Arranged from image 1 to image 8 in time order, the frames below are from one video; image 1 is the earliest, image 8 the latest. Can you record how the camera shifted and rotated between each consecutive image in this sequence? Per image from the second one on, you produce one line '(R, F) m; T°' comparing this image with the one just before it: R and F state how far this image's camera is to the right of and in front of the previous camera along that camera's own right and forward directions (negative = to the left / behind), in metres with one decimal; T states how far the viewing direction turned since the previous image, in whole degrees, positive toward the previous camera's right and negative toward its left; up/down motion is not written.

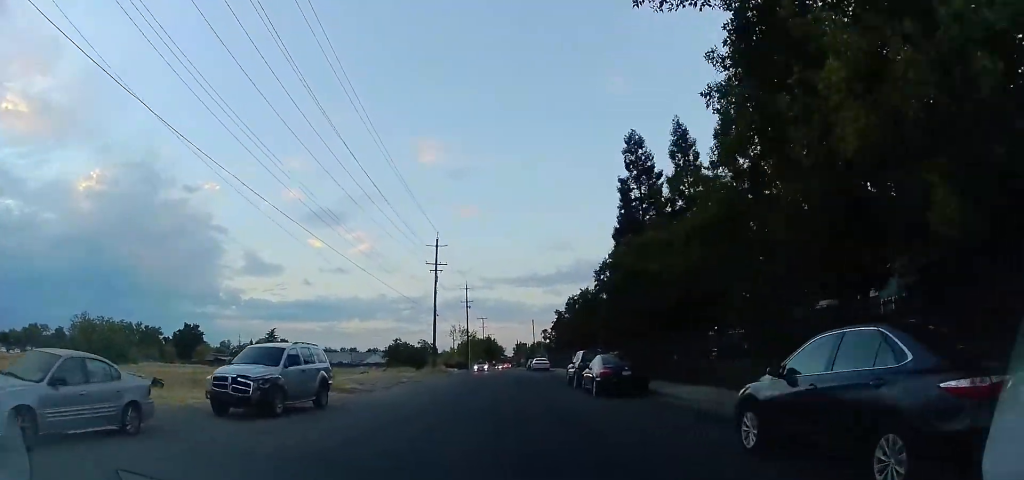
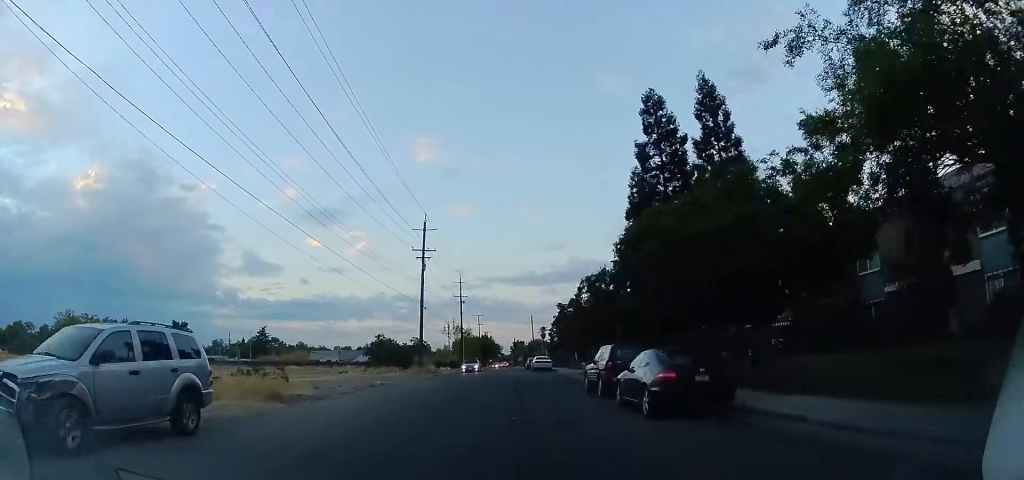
(+0.3, +6.6) m; +2°
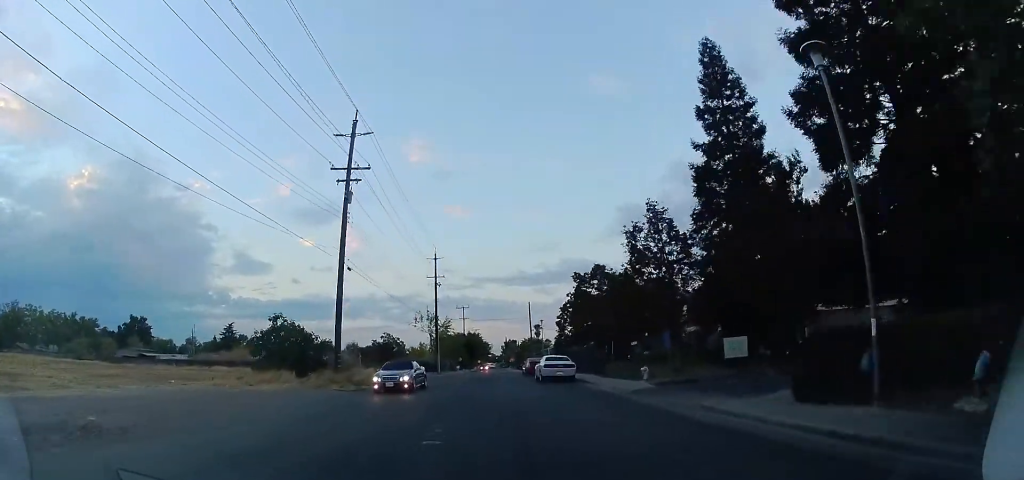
(0.0, +22.6) m; 0°
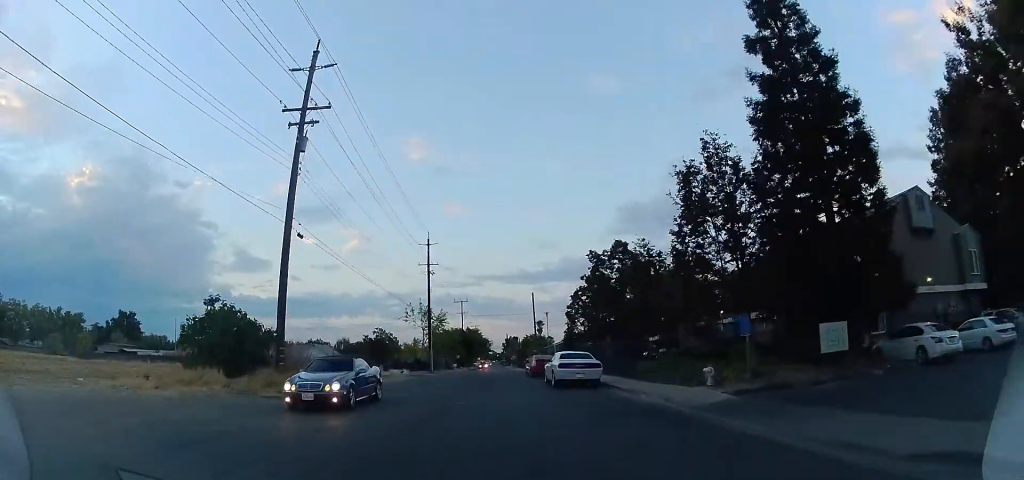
(0.0, +7.7) m; 0°
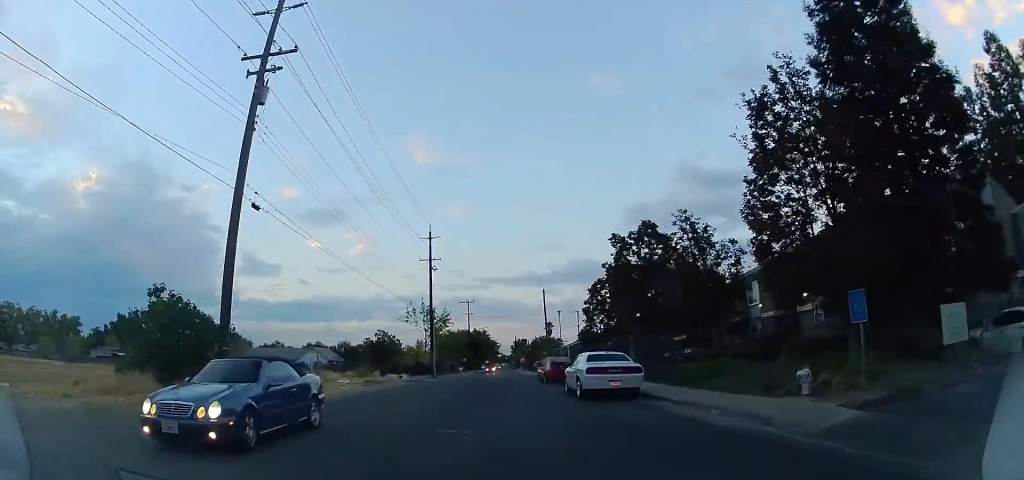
(0.0, +5.3) m; 0°
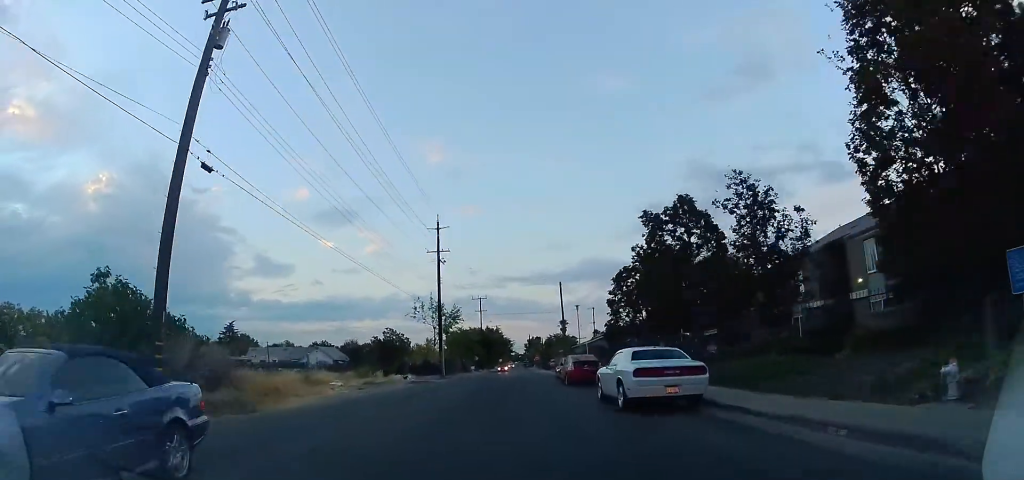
(0.0, +4.4) m; 0°
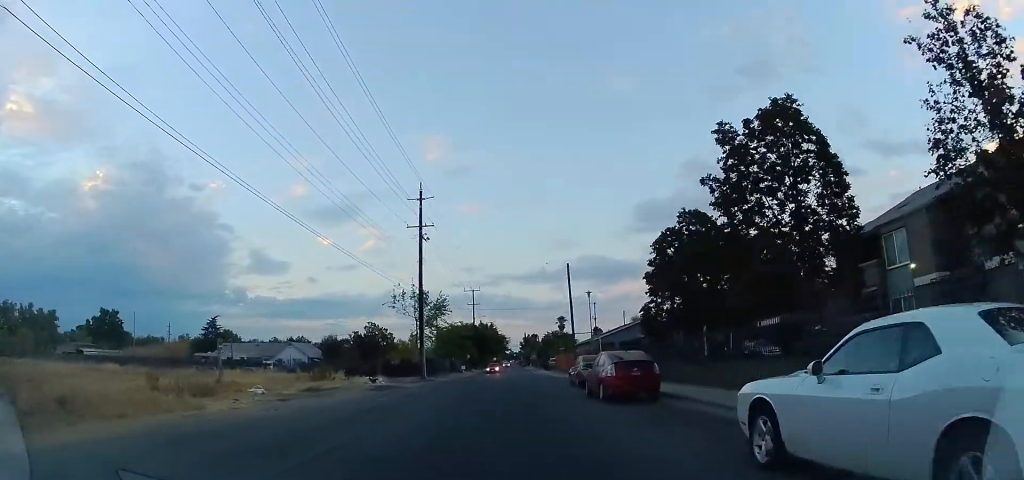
(0.0, +10.1) m; 0°
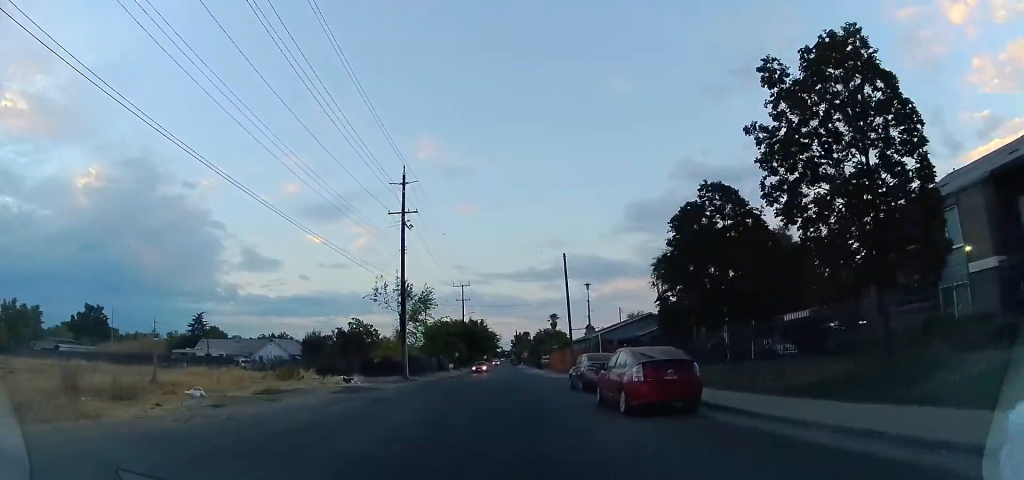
(0.0, +4.2) m; 0°
